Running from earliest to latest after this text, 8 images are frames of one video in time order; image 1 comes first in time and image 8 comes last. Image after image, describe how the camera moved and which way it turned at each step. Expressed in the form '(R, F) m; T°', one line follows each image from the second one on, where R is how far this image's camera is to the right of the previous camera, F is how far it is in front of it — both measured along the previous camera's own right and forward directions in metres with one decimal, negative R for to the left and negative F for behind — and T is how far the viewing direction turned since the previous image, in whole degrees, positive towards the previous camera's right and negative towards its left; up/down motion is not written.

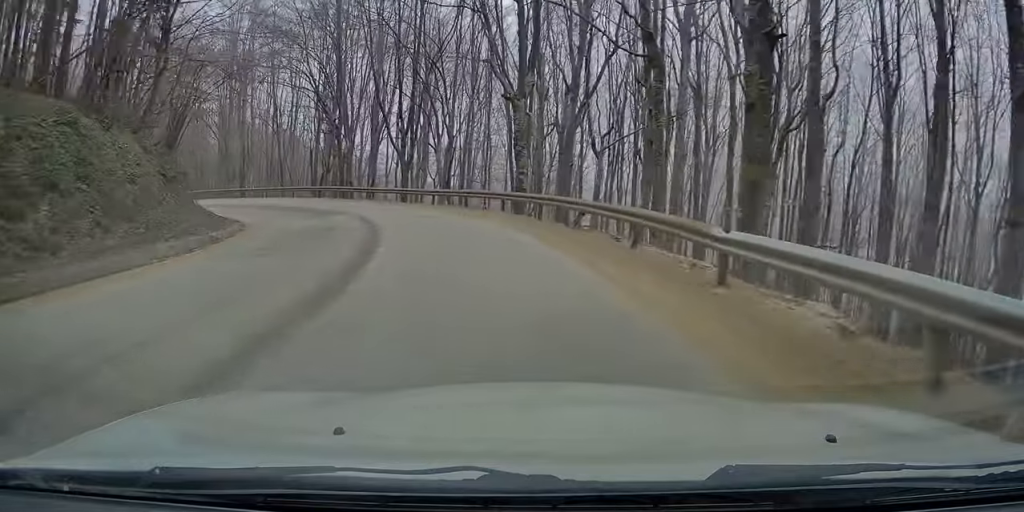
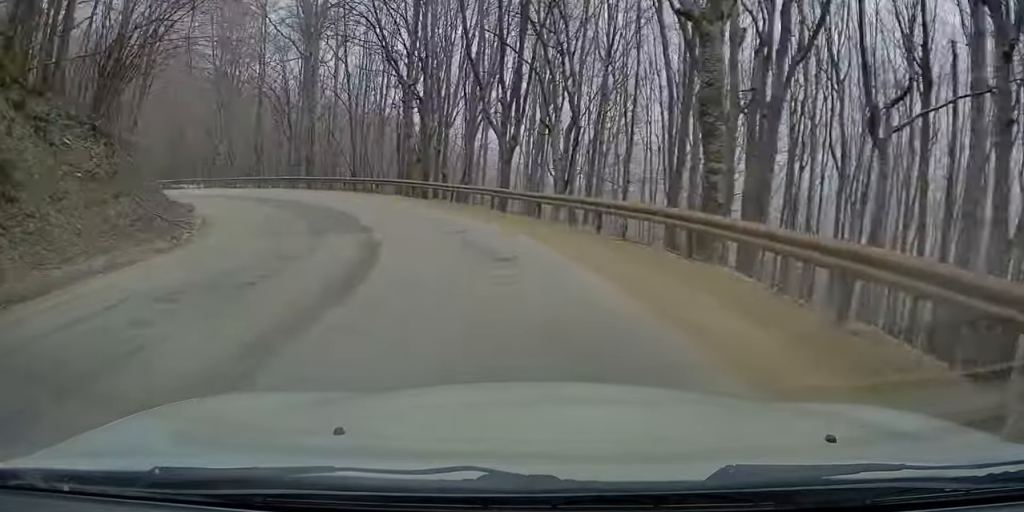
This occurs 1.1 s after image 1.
(-1.3, +11.1) m; -10°
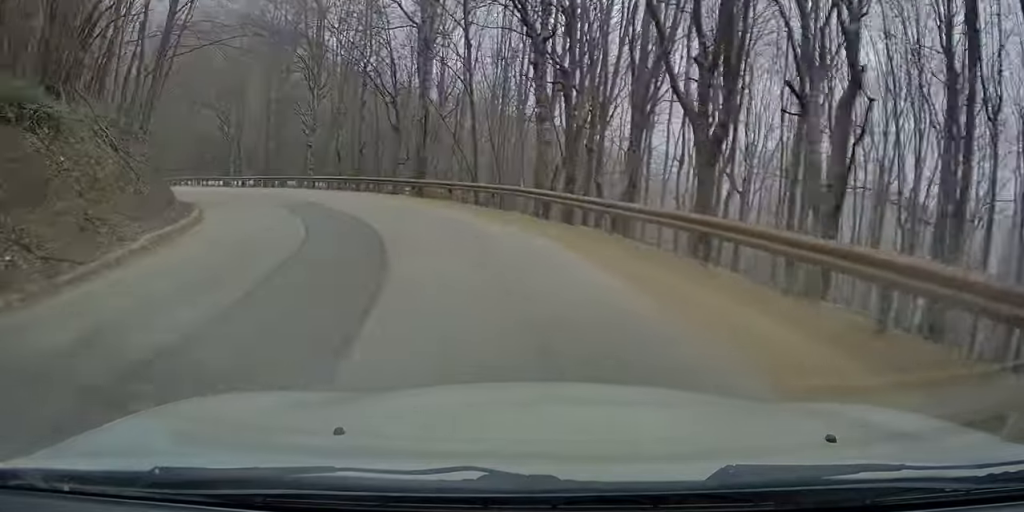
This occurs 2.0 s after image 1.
(-0.5, +9.6) m; -10°
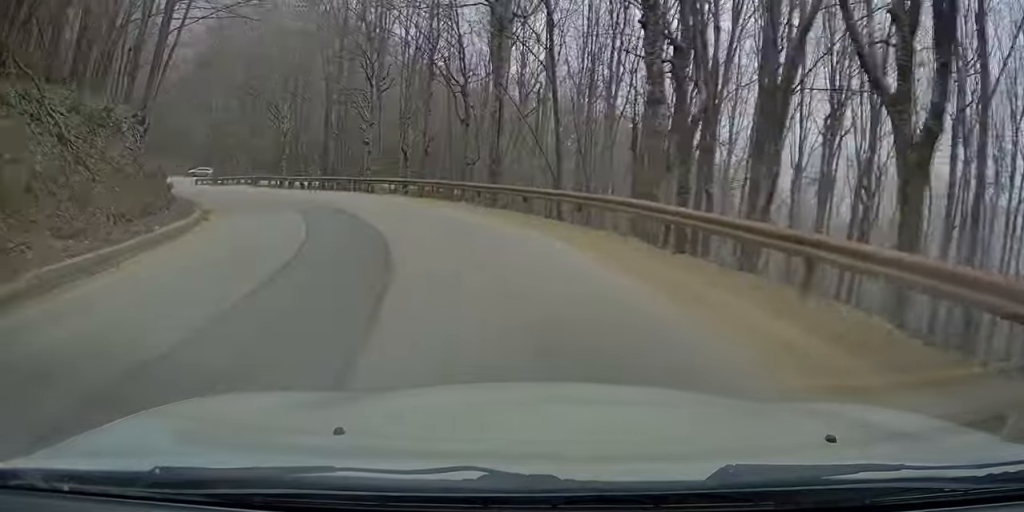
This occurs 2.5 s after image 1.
(-0.3, +4.9) m; -6°
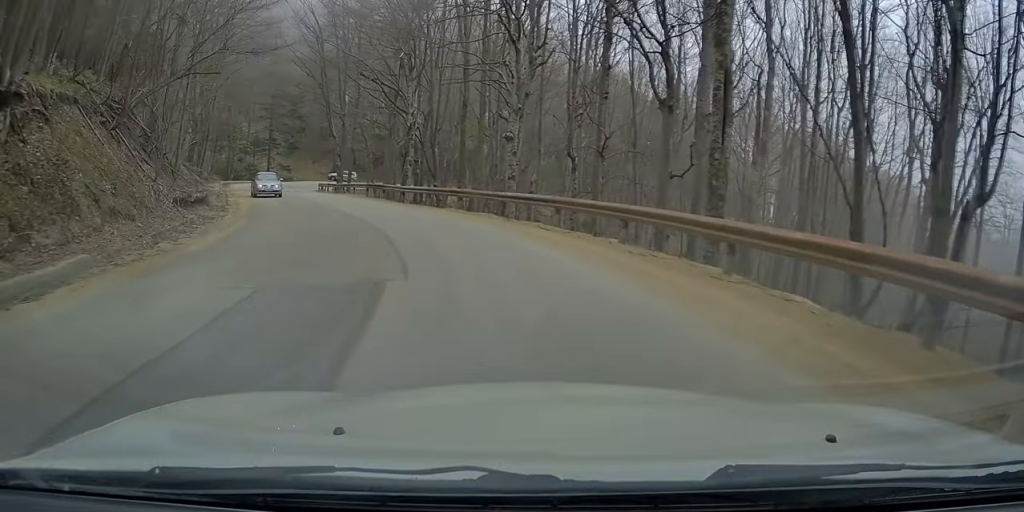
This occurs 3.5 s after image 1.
(-1.3, +11.0) m; -11°
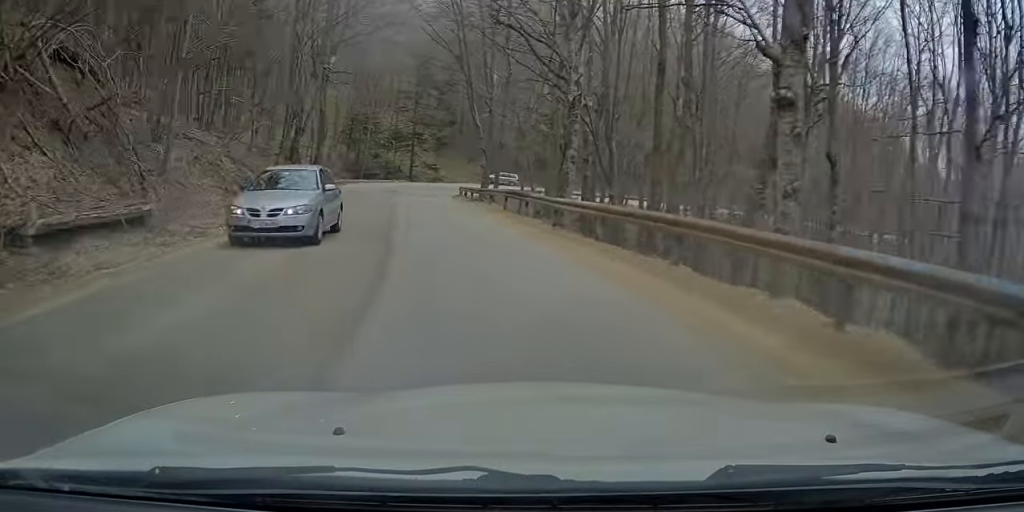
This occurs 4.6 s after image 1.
(-1.0, +12.4) m; -7°
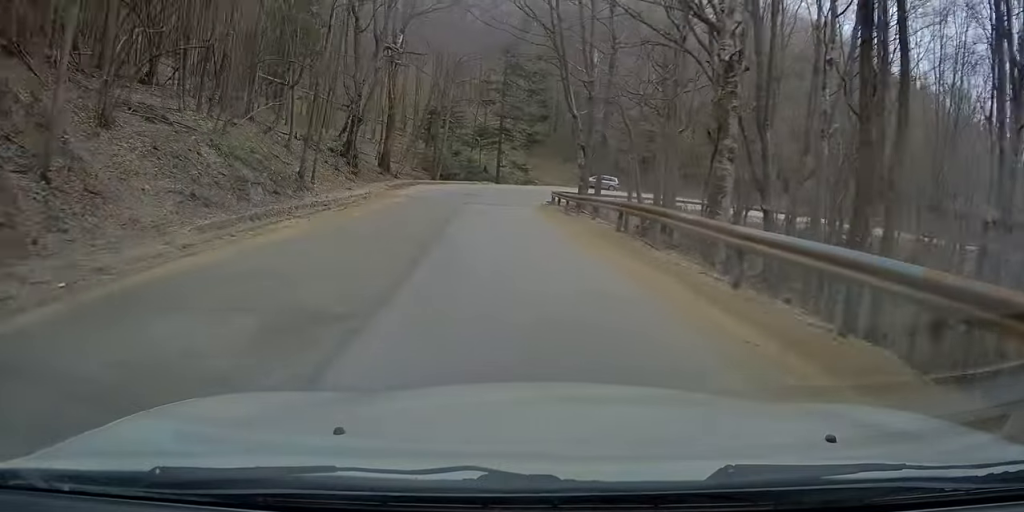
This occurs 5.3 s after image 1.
(-0.3, +8.3) m; -4°
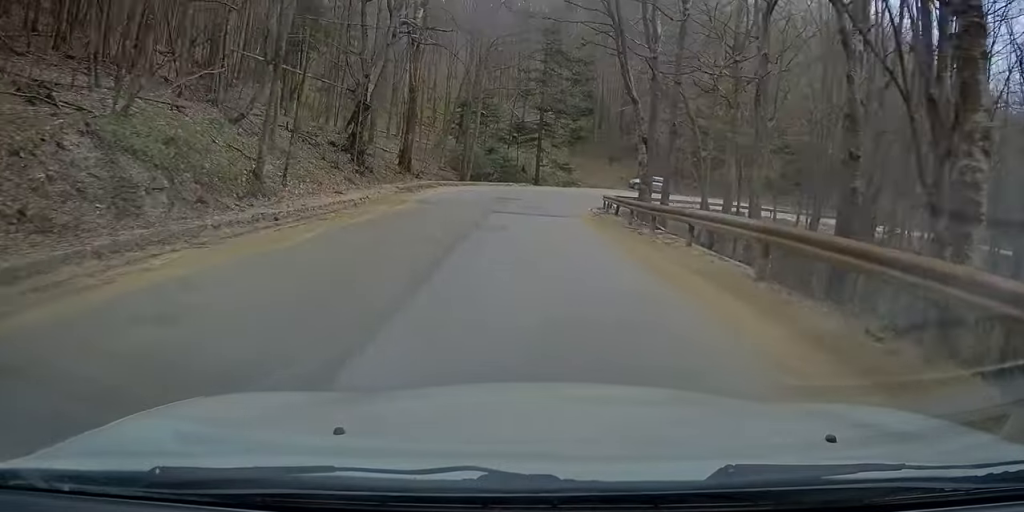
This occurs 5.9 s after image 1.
(-0.1, +7.2) m; -3°
